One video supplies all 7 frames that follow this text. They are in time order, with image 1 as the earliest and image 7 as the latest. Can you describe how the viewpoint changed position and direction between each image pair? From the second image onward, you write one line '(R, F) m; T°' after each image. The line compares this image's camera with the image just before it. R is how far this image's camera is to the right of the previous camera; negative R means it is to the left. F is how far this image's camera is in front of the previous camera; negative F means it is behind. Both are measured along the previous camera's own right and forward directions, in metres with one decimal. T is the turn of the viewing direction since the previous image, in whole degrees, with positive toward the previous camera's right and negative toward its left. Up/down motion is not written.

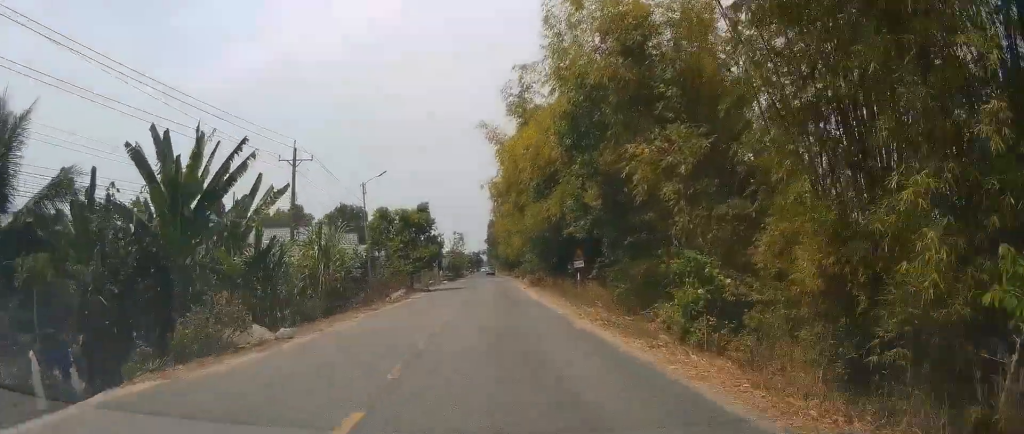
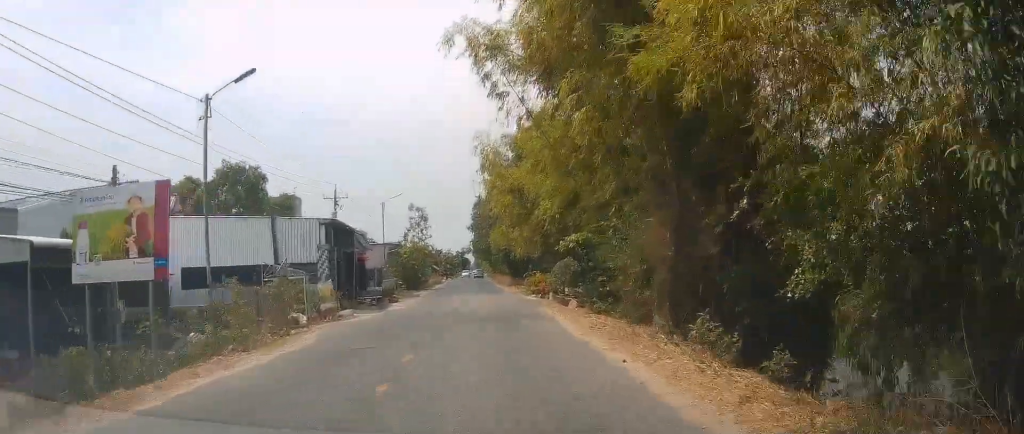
(-0.3, +47.1) m; 0°
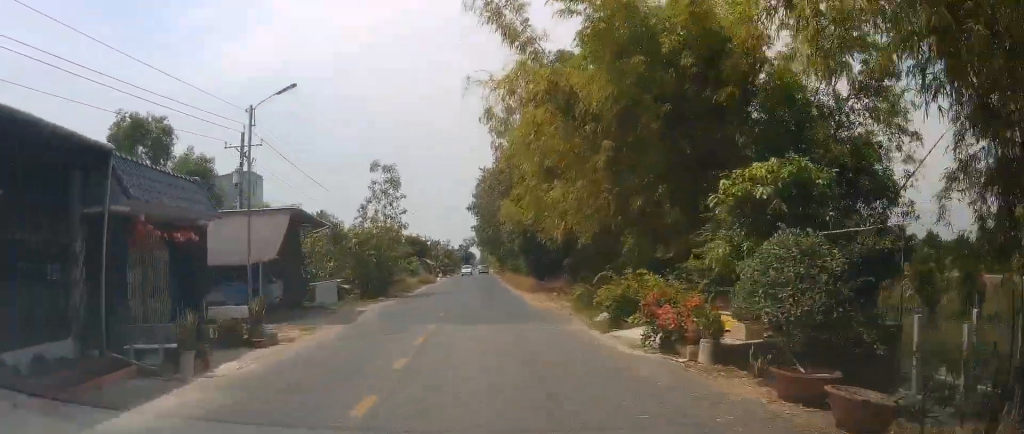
(0.0, +22.2) m; +1°
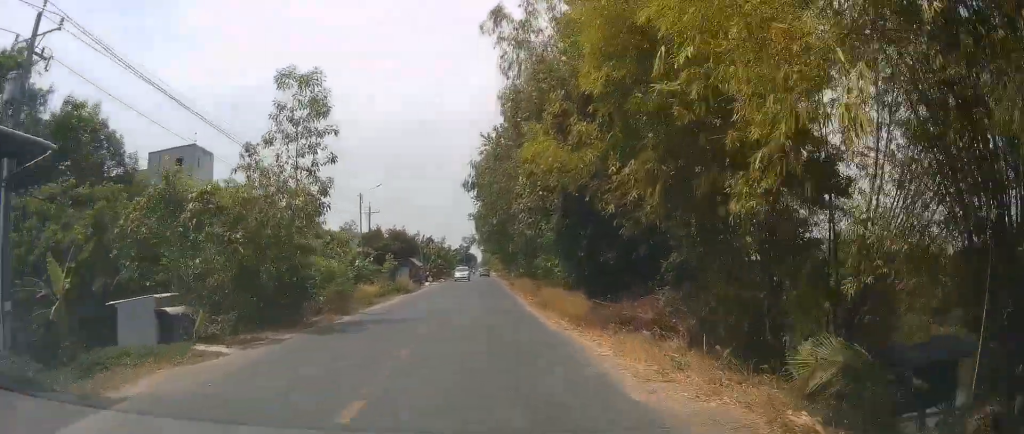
(+0.3, +17.5) m; -1°
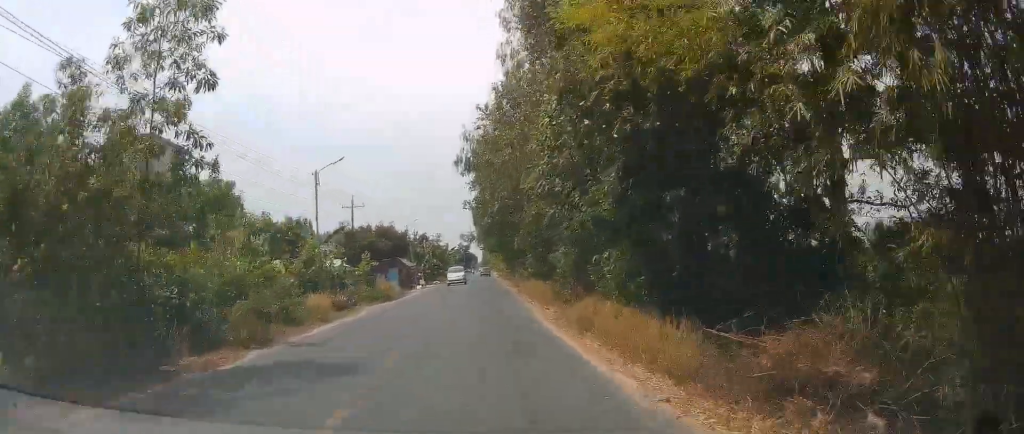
(-0.2, +8.8) m; -1°
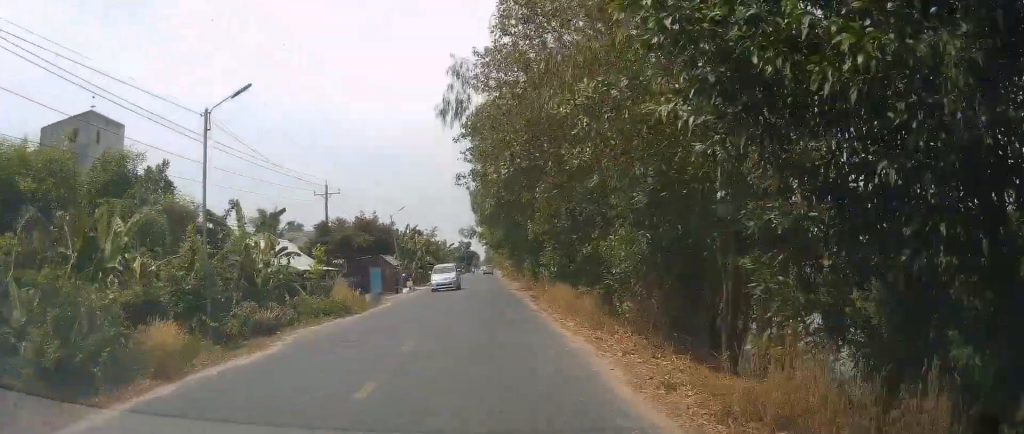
(-0.4, +10.0) m; -1°
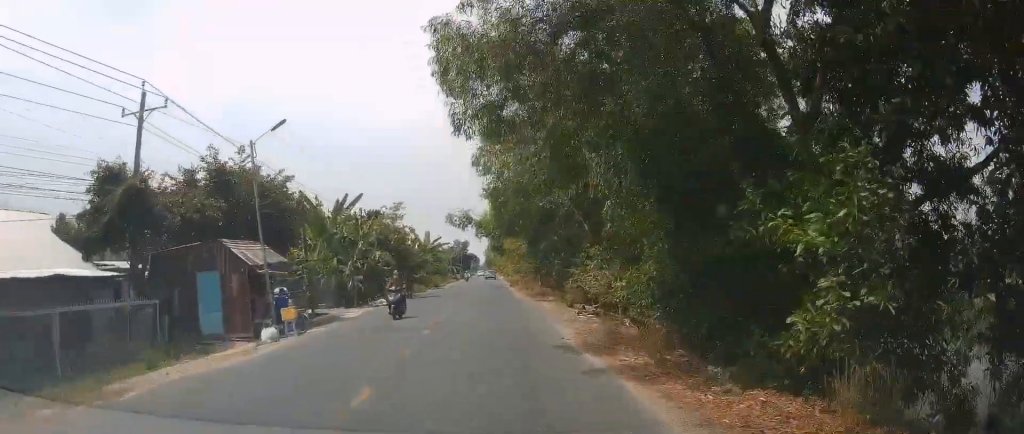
(+0.6, +28.3) m; +1°
